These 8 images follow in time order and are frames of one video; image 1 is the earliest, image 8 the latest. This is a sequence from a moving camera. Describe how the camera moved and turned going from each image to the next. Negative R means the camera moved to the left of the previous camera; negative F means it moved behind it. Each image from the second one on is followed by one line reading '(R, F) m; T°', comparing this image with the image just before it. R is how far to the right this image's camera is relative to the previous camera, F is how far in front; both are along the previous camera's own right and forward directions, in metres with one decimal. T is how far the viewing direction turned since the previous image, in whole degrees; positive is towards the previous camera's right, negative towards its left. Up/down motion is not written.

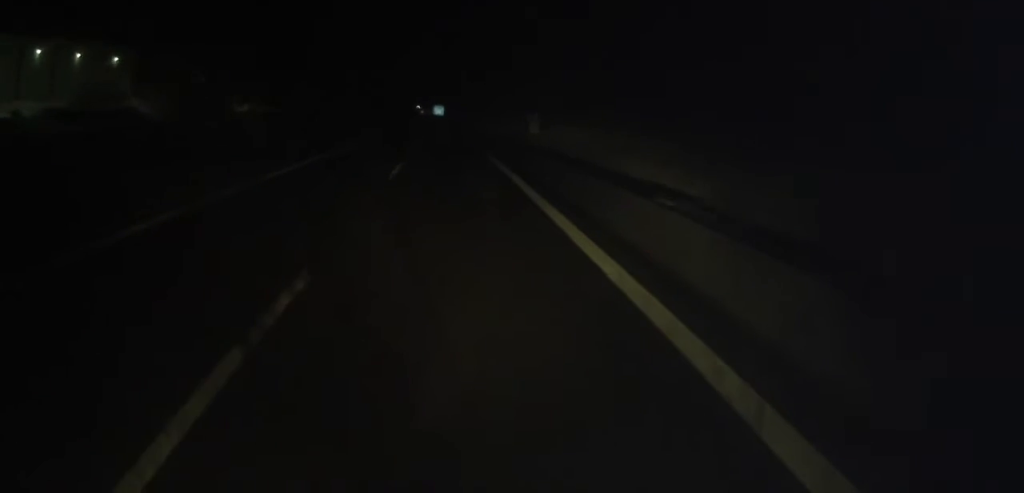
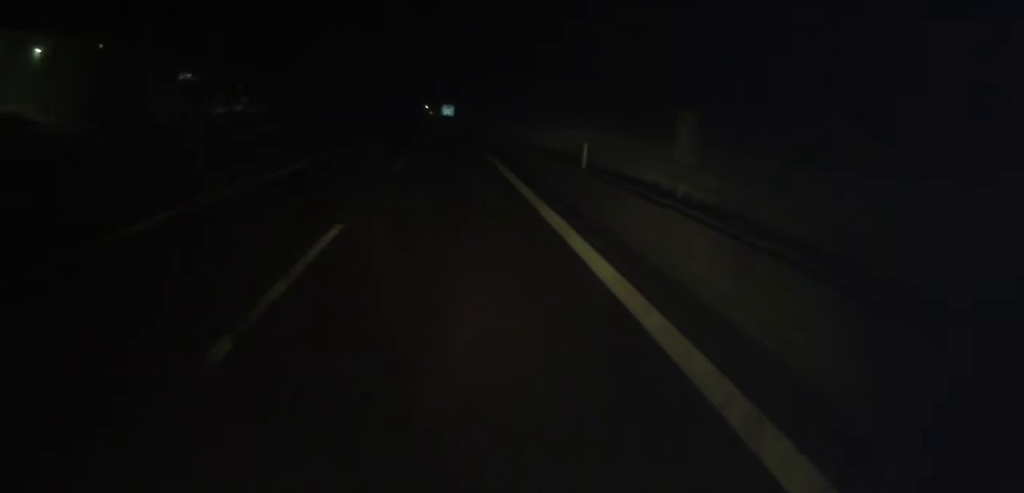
(+0.1, +32.6) m; 0°
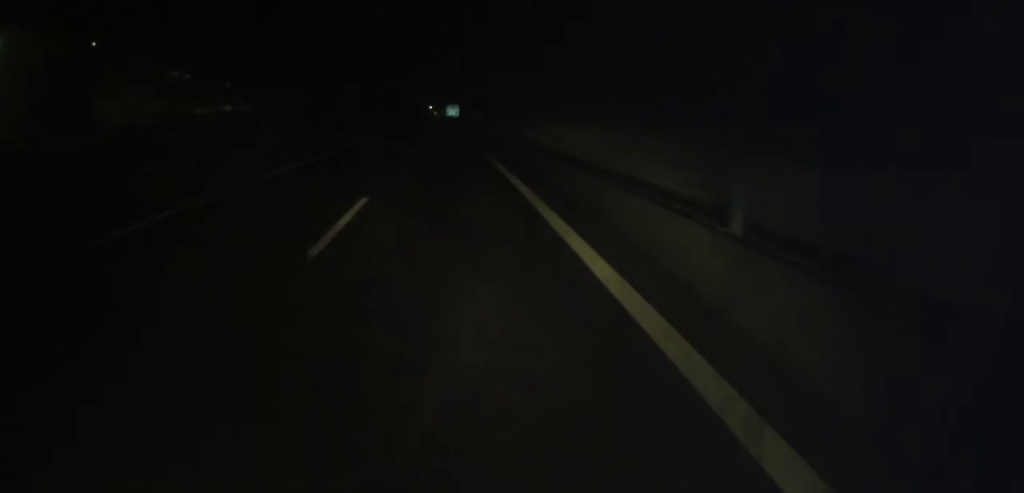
(0.0, +14.4) m; -1°
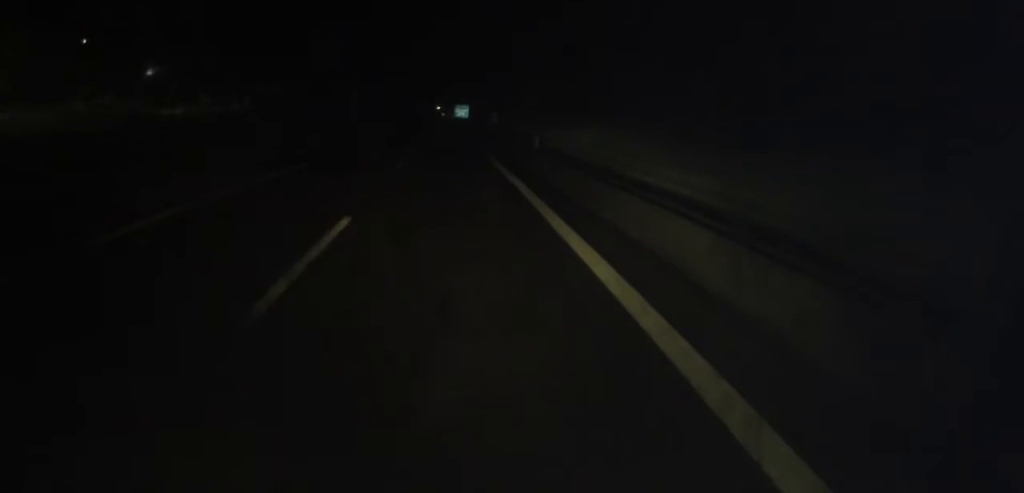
(-0.2, +20.5) m; -1°
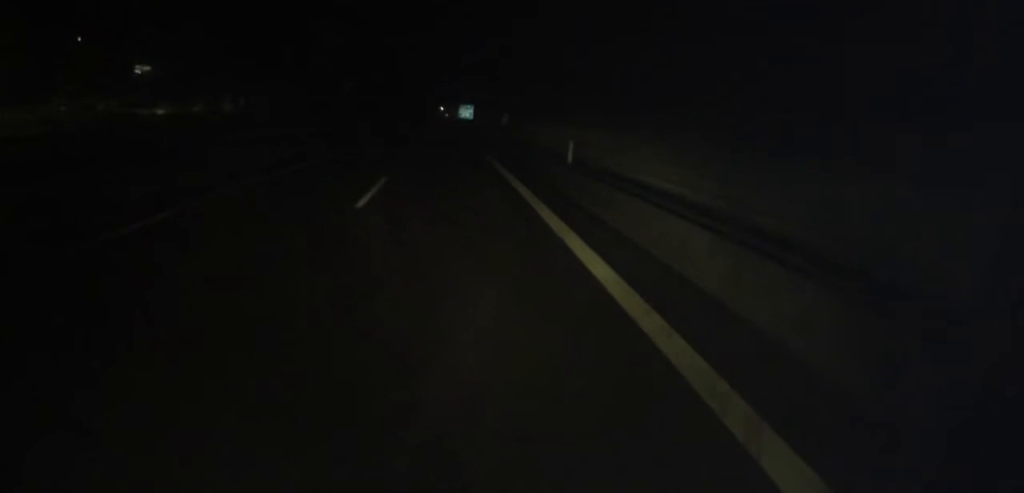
(-0.1, +10.6) m; -1°
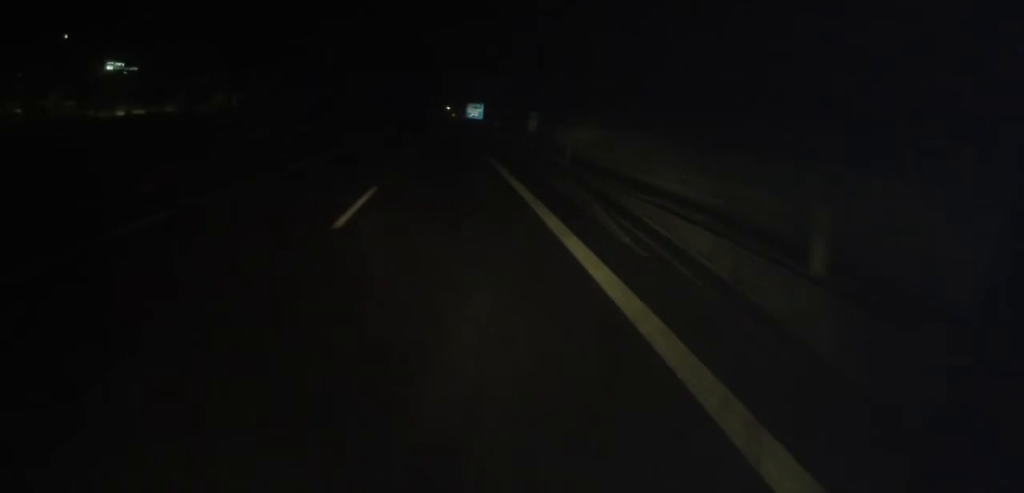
(-0.2, +20.4) m; 0°
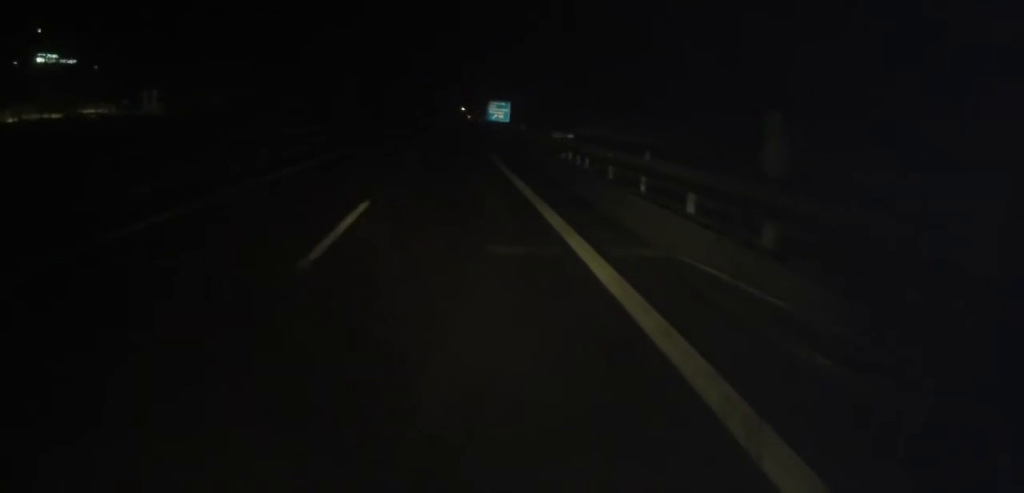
(-0.4, +38.7) m; -2°
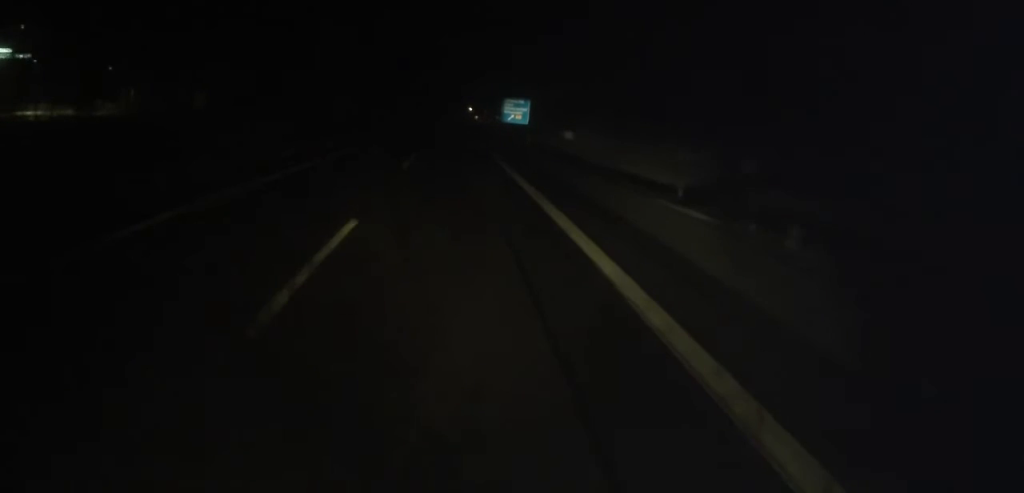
(-0.3, +20.5) m; -1°
